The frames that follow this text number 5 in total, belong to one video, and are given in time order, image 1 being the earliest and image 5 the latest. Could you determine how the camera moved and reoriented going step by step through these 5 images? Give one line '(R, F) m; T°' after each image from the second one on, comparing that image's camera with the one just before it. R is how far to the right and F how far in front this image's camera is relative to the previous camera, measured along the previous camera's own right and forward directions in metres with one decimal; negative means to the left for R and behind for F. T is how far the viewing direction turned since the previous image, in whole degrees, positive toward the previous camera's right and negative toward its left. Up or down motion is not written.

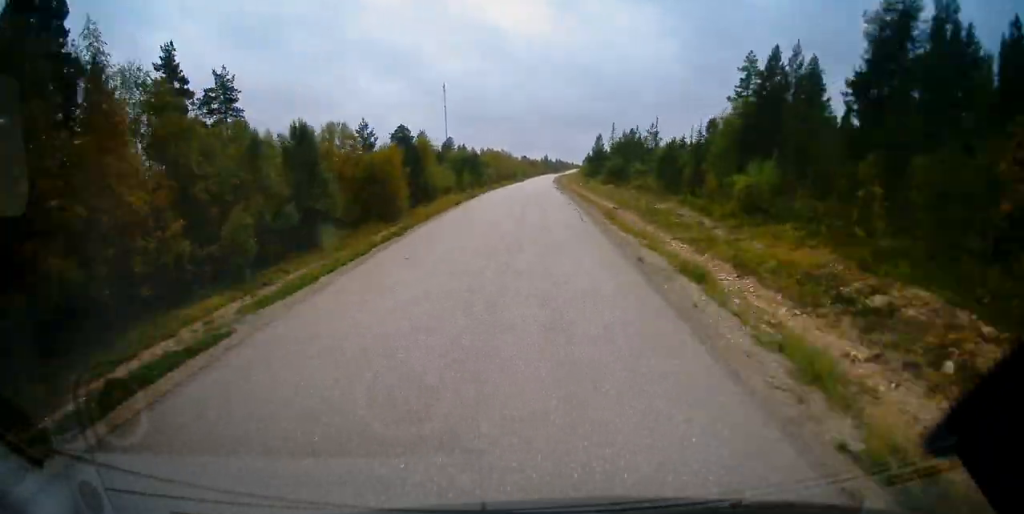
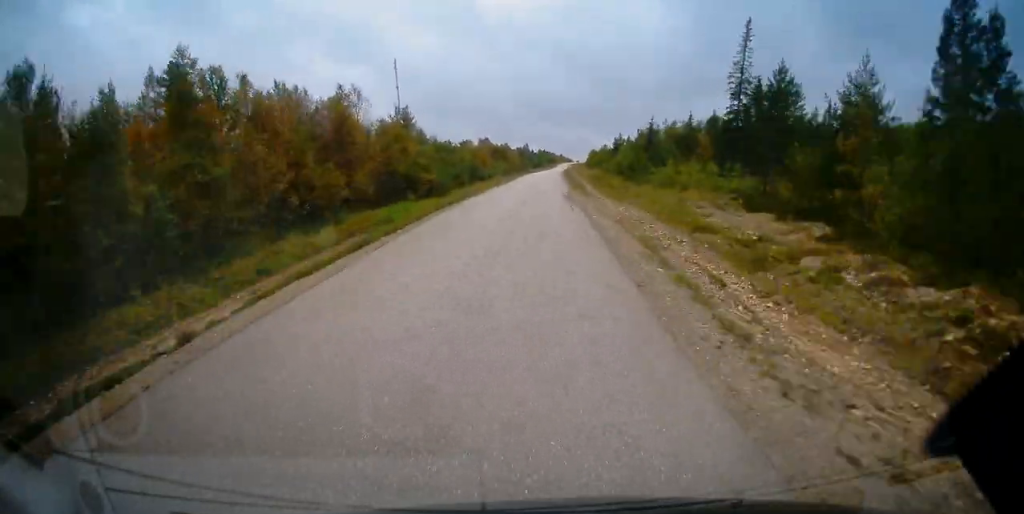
(+2.6, +134.2) m; +2°
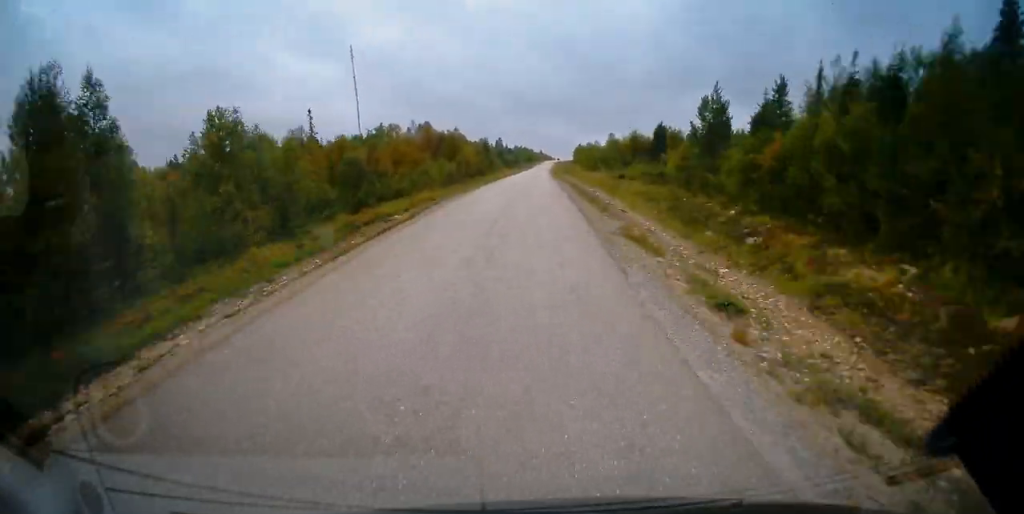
(+0.5, +60.4) m; +1°
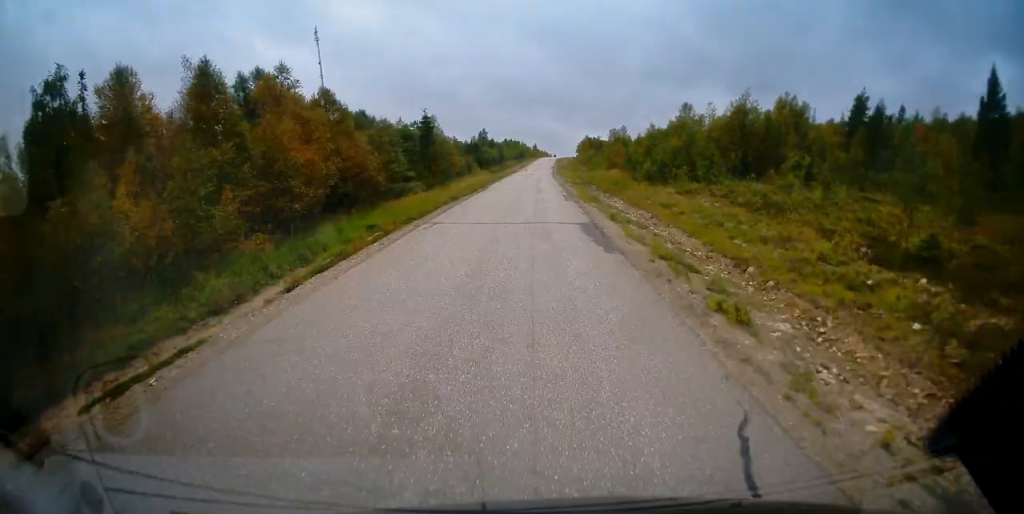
(+0.7, +63.0) m; +1°
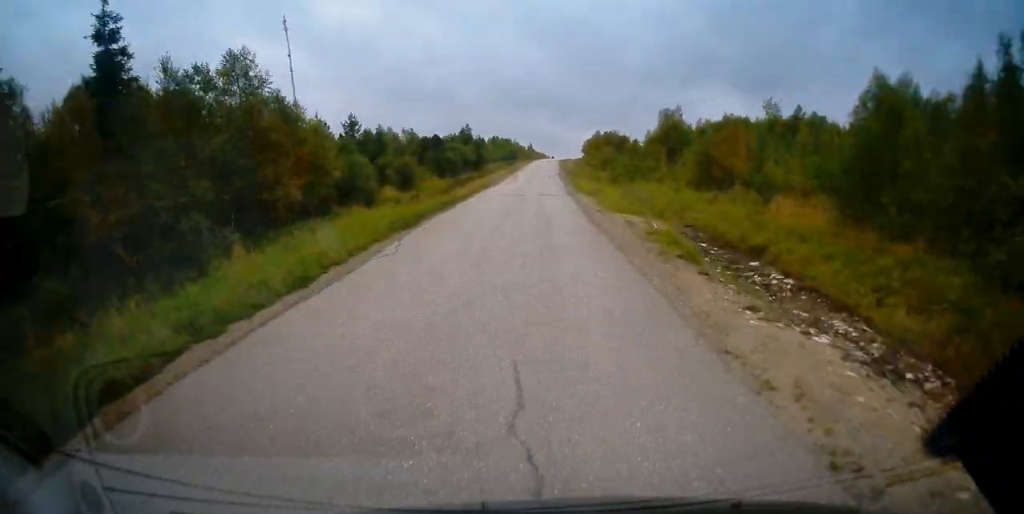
(+0.2, +46.9) m; +1°
